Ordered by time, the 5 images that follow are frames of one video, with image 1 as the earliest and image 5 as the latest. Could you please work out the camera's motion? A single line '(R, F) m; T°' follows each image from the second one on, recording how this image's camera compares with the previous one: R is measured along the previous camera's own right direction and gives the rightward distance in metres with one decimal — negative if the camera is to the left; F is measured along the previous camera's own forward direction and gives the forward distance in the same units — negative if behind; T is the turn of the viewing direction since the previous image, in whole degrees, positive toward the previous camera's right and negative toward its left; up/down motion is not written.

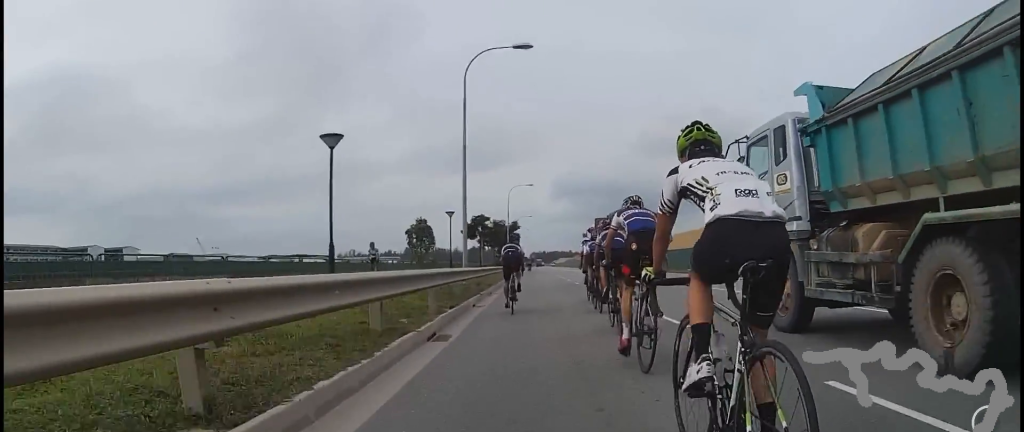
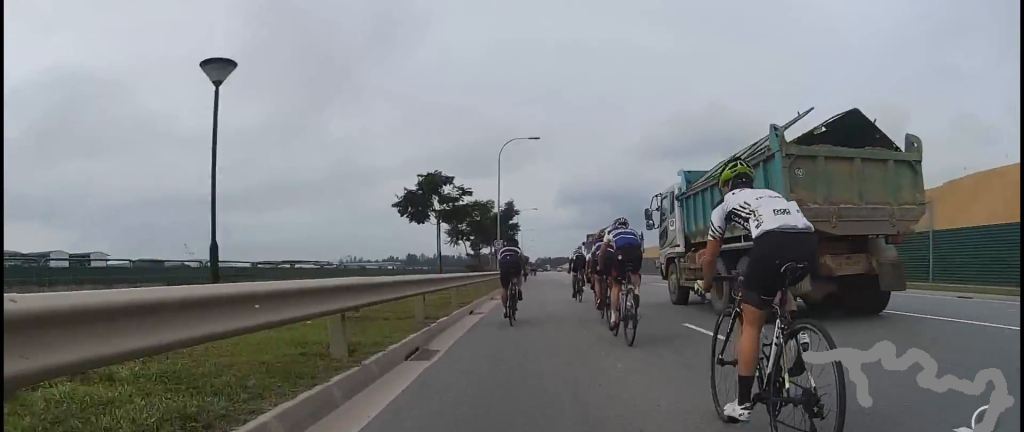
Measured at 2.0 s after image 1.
(+0.1, +26.9) m; +5°
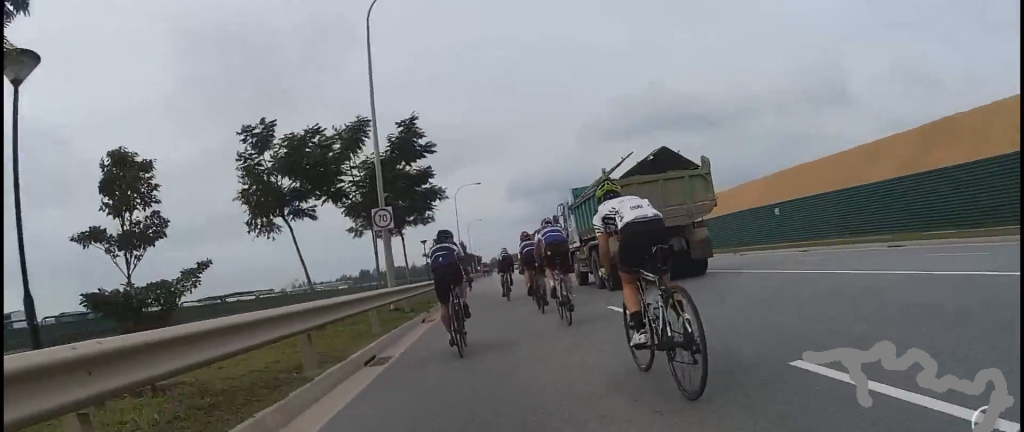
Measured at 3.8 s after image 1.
(+0.6, +24.8) m; +1°
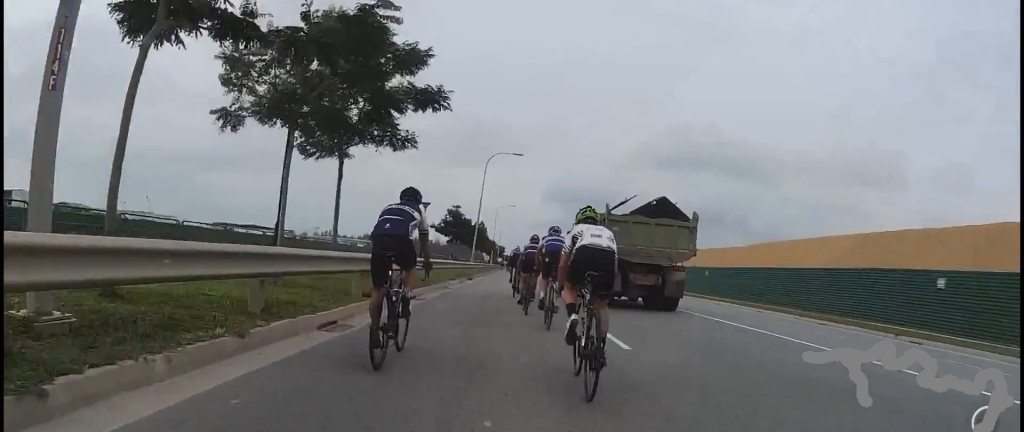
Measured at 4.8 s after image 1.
(0.0, +13.6) m; 0°
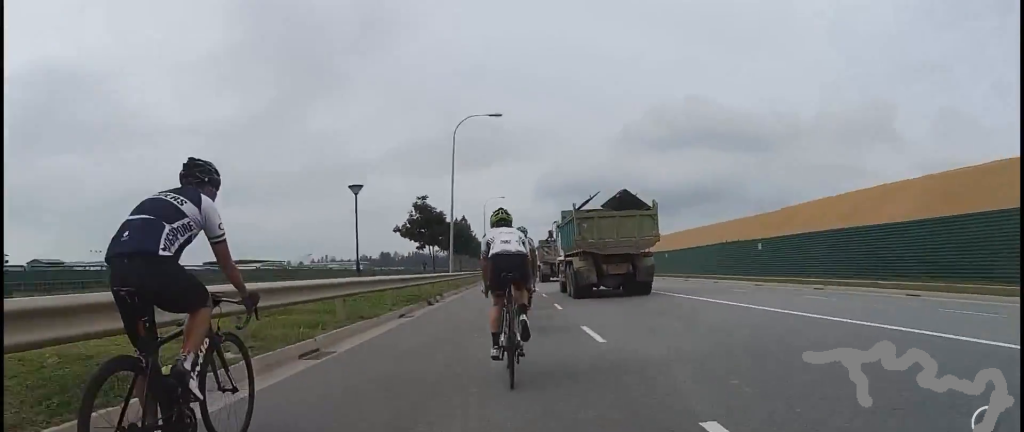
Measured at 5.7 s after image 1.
(0.0, +12.4) m; -3°
